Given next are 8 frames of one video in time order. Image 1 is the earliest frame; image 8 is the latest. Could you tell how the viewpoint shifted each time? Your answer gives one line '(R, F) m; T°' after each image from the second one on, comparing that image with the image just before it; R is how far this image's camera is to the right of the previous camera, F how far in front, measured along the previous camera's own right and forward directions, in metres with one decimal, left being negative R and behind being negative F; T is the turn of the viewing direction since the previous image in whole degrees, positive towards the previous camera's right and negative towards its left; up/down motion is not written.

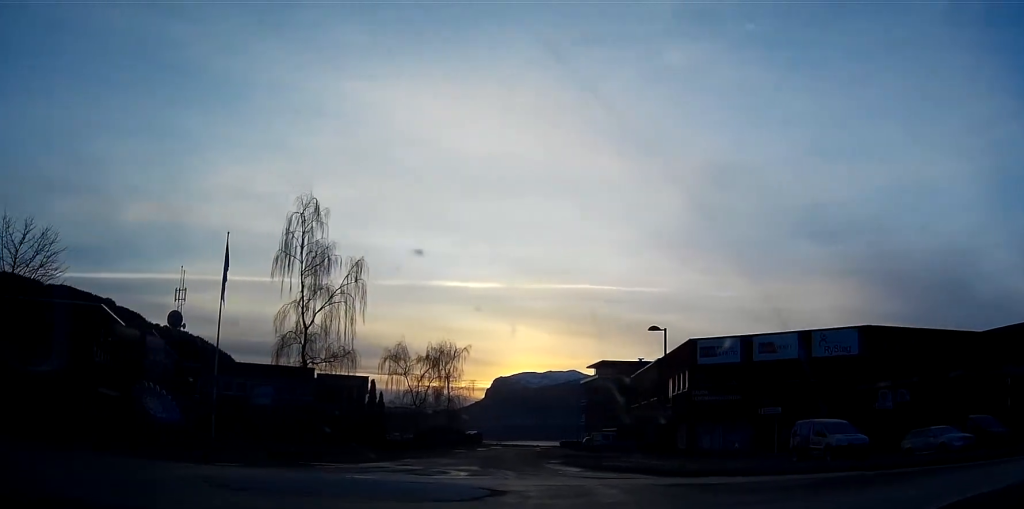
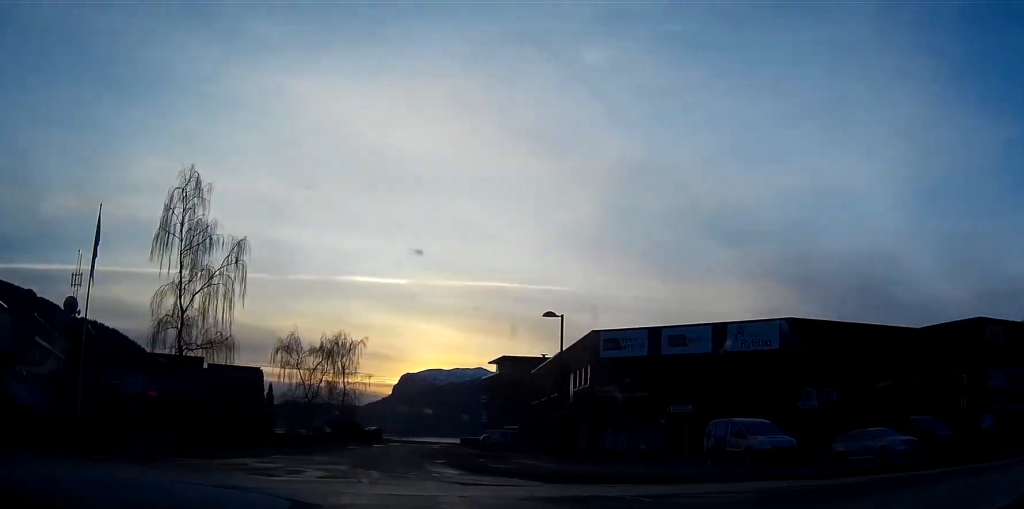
(0.0, +4.0) m; +7°
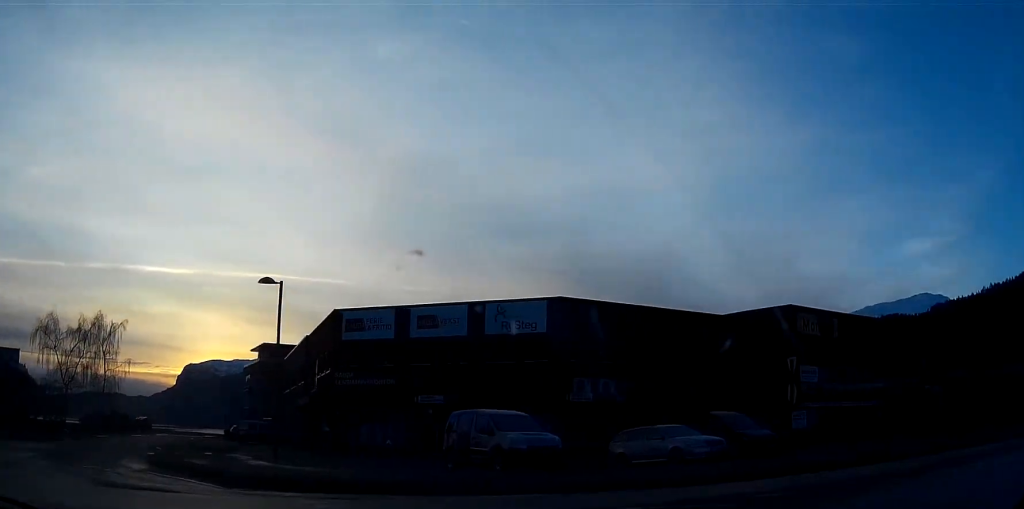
(+0.6, +5.9) m; +16°
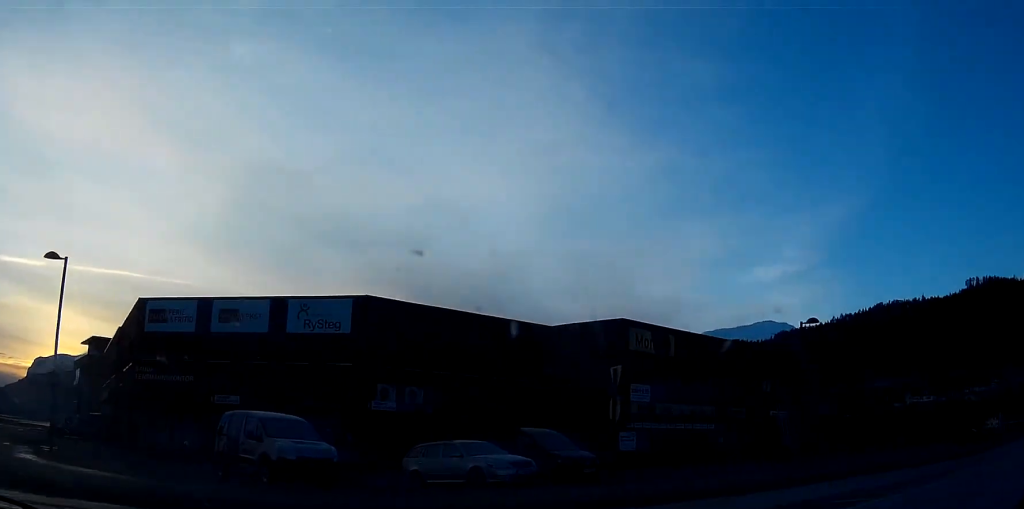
(+0.5, +3.4) m; +10°
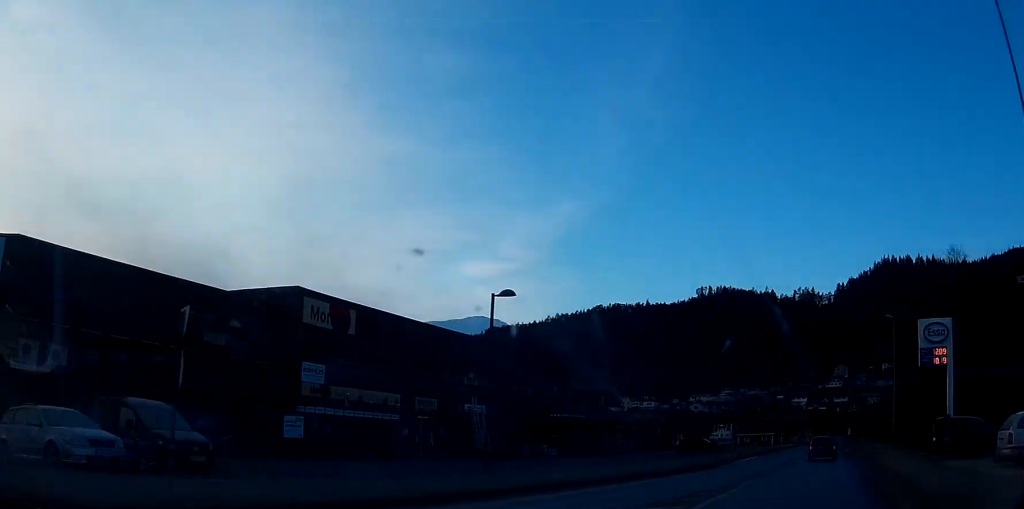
(+0.8, +5.8) m; +16°
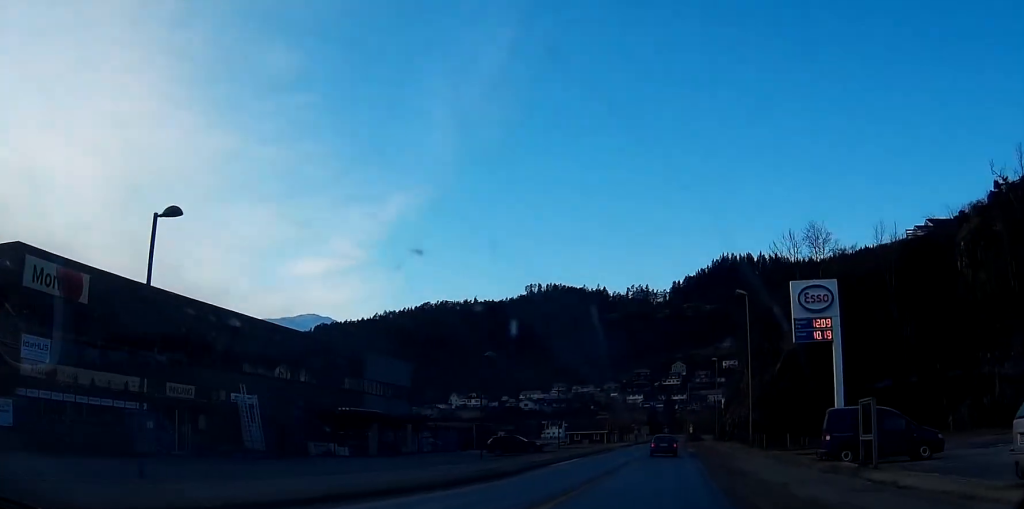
(+1.6, +10.0) m; +11°
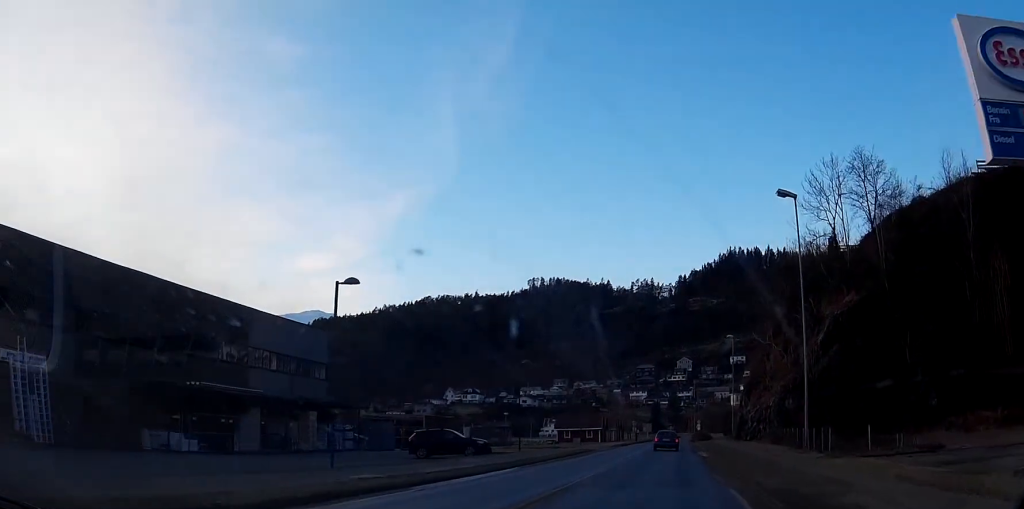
(+0.6, +20.5) m; 0°
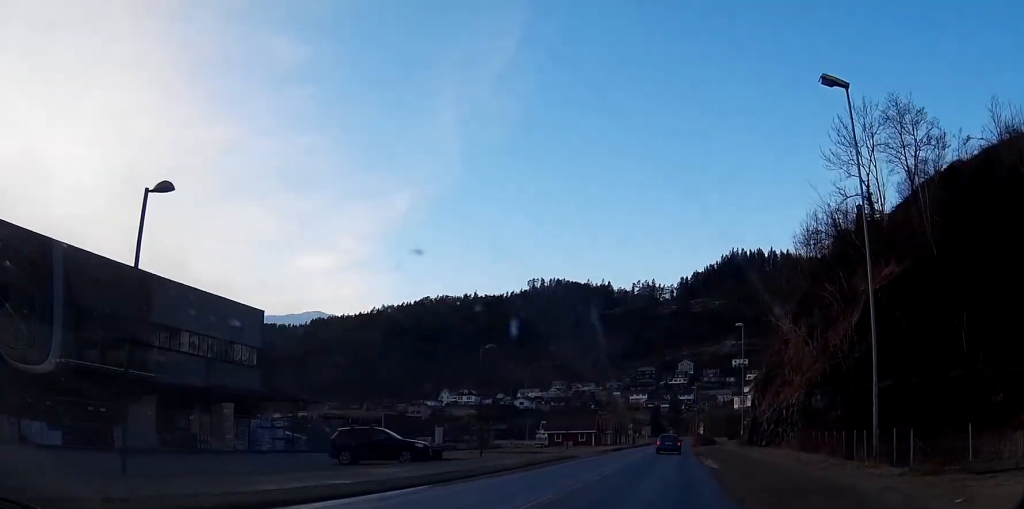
(-0.1, +10.5) m; -1°
